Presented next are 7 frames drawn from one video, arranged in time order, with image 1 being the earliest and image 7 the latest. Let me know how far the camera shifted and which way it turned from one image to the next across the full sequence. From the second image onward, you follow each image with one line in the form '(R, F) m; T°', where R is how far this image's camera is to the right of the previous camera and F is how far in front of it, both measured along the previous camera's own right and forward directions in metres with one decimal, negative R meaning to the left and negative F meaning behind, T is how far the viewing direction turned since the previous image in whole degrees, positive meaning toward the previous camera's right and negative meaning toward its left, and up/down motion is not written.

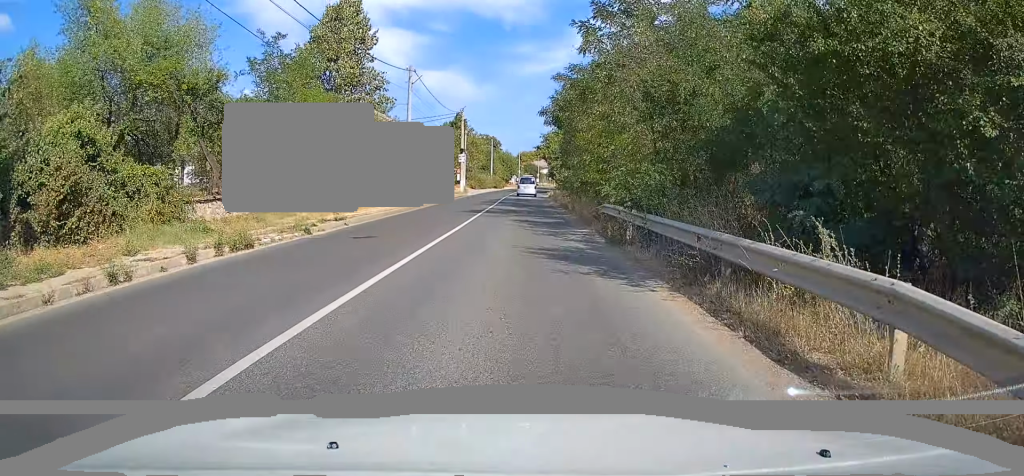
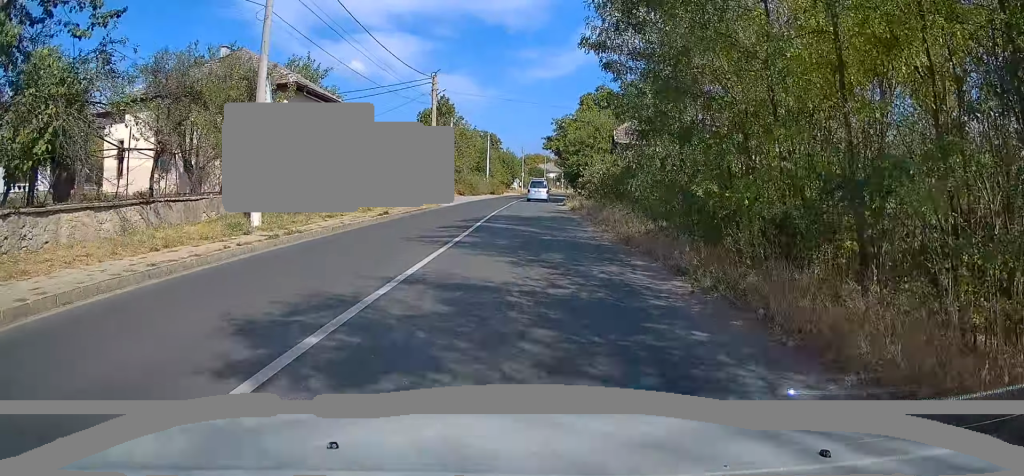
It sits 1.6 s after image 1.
(-0.6, +22.9) m; -2°
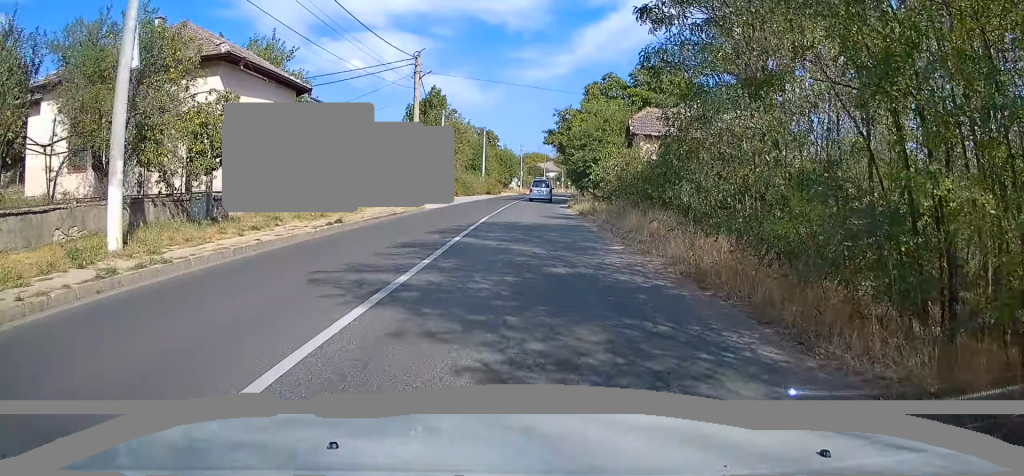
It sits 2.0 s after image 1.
(0.0, +6.3) m; 0°
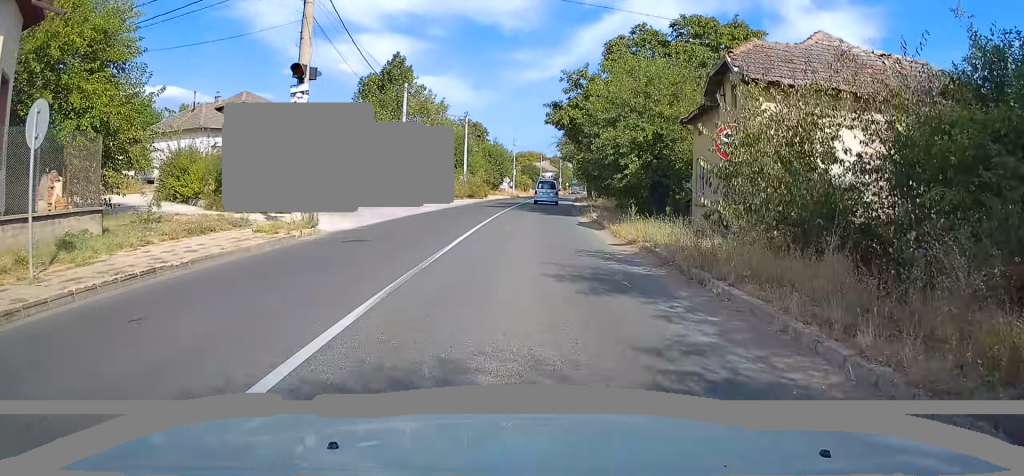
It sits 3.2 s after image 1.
(0.0, +17.7) m; +2°
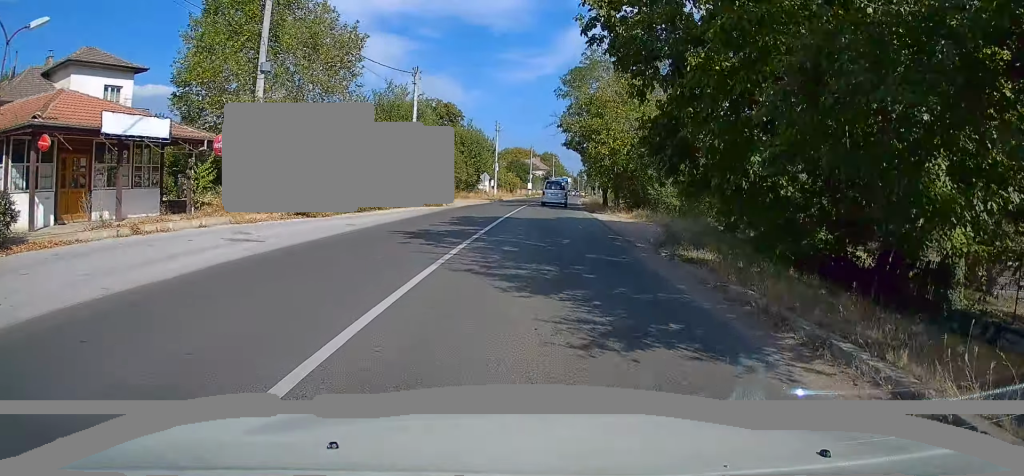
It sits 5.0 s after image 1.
(+0.3, +24.3) m; 0°
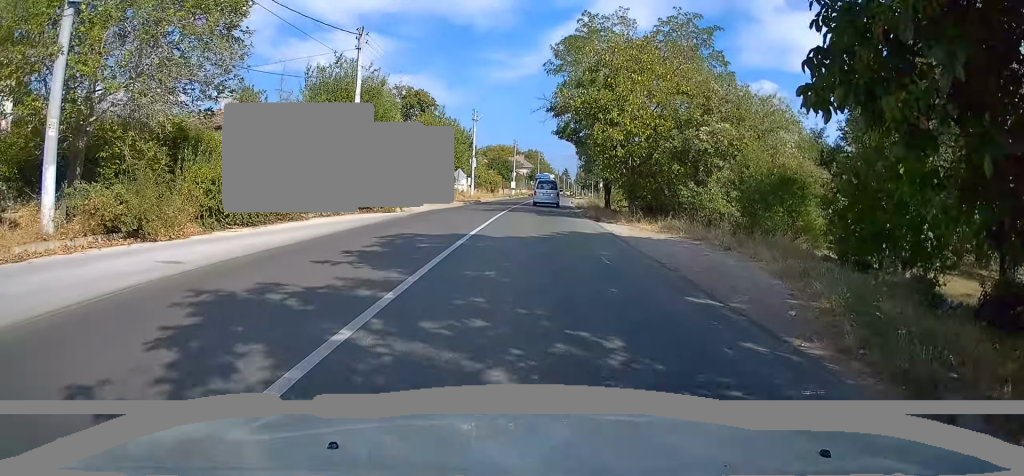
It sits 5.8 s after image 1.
(0.0, +10.3) m; +1°
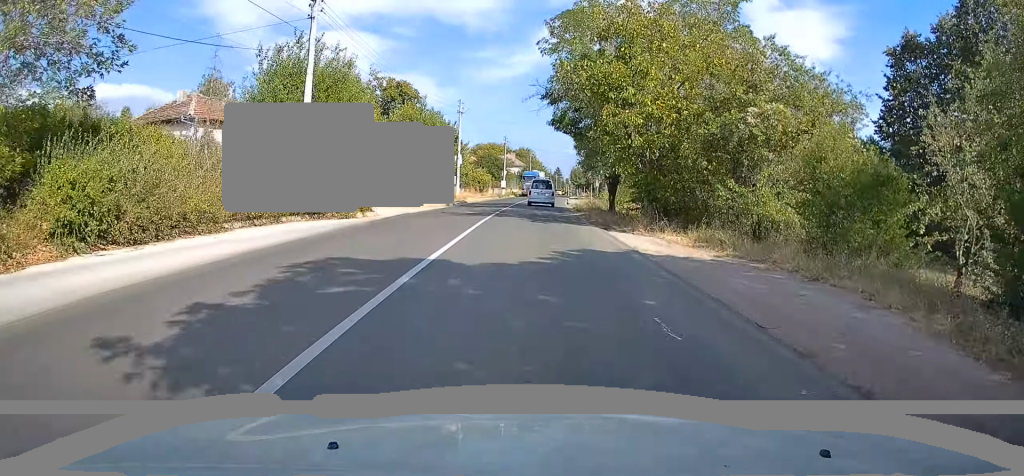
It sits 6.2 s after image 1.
(+0.1, +5.8) m; +1°
